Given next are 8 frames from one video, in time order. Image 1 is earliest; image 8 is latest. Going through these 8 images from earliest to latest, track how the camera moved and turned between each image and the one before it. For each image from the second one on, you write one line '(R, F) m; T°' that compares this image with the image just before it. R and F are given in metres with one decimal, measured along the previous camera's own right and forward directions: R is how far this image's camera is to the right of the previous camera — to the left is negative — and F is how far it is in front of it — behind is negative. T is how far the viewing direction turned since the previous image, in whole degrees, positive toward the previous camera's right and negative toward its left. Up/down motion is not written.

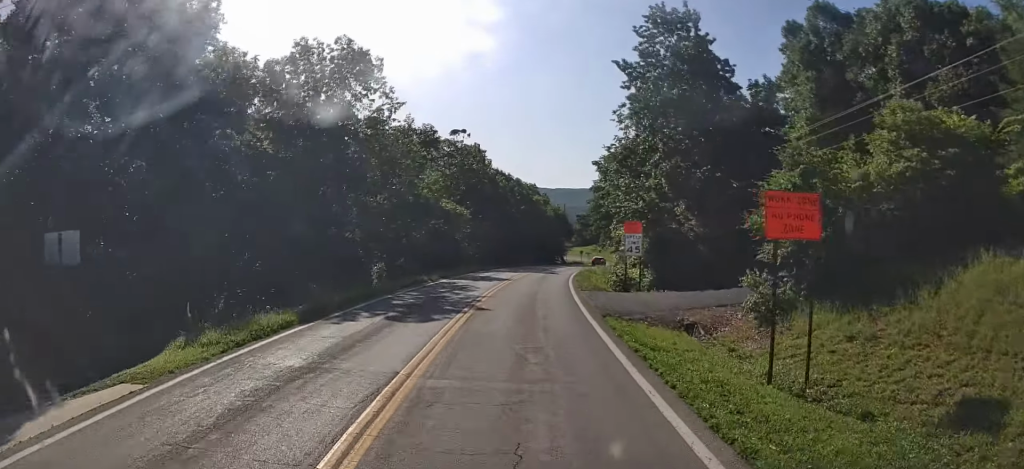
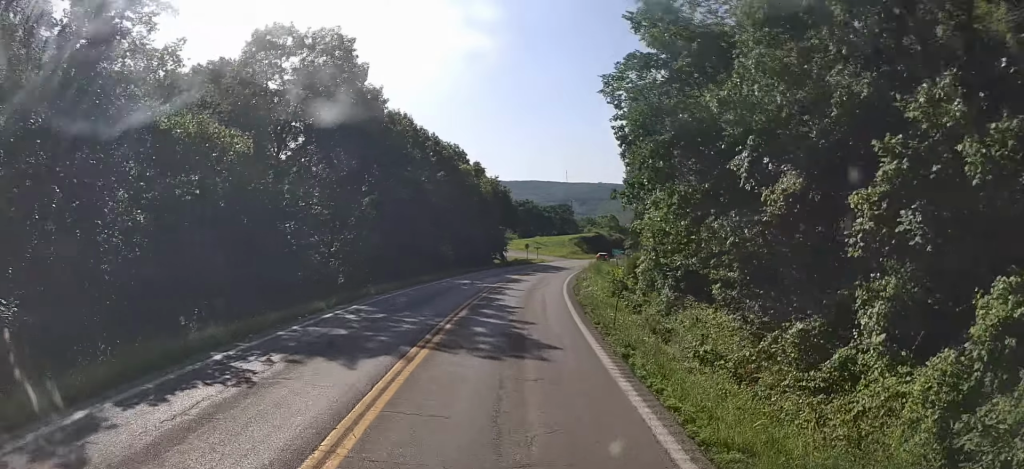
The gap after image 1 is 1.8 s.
(+3.3, +34.6) m; +10°
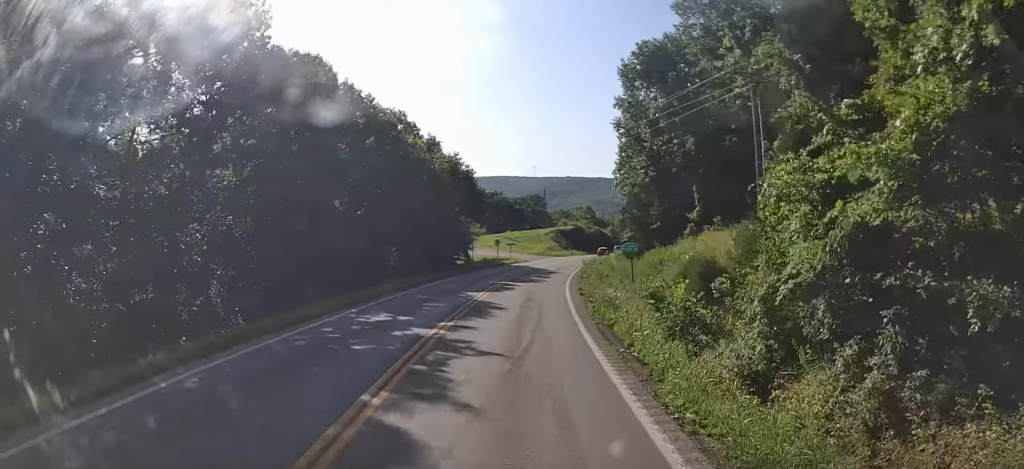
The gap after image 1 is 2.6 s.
(+0.3, +16.0) m; +2°
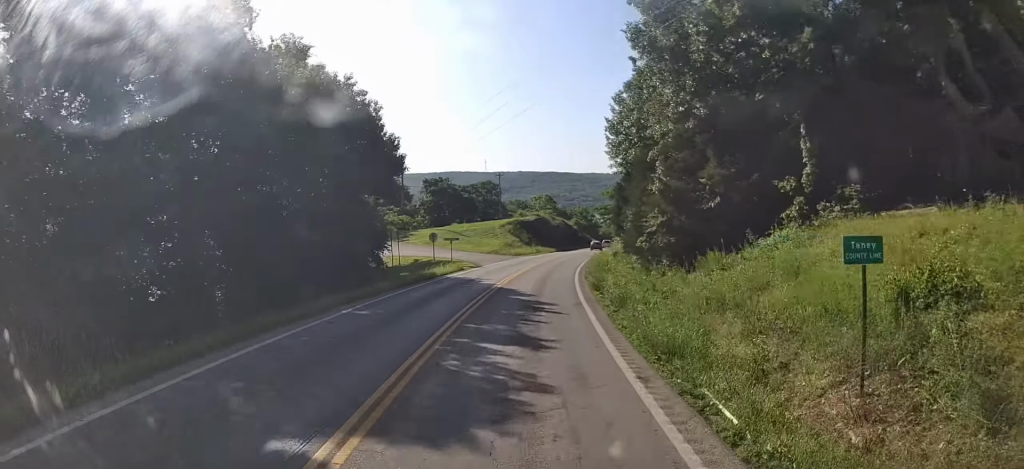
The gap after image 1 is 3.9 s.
(+1.0, +26.0) m; +6°
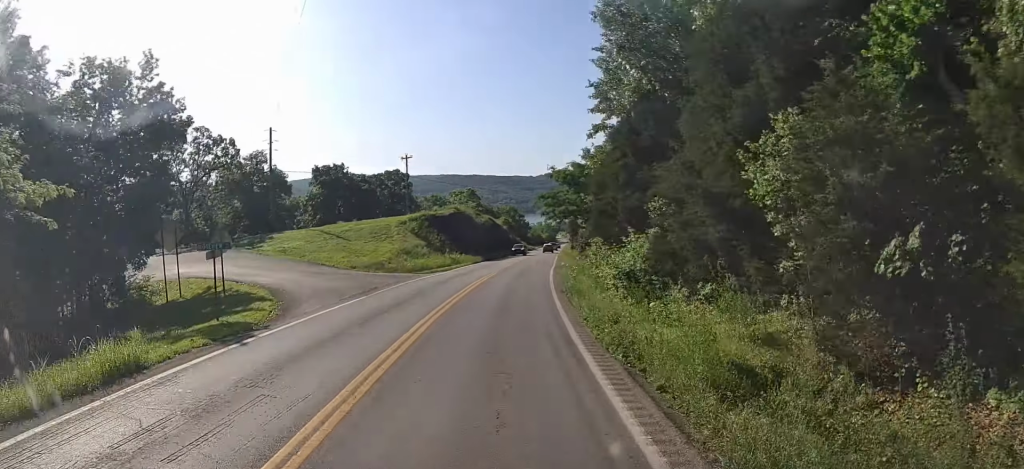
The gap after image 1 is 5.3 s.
(+2.6, +30.5) m; +7°
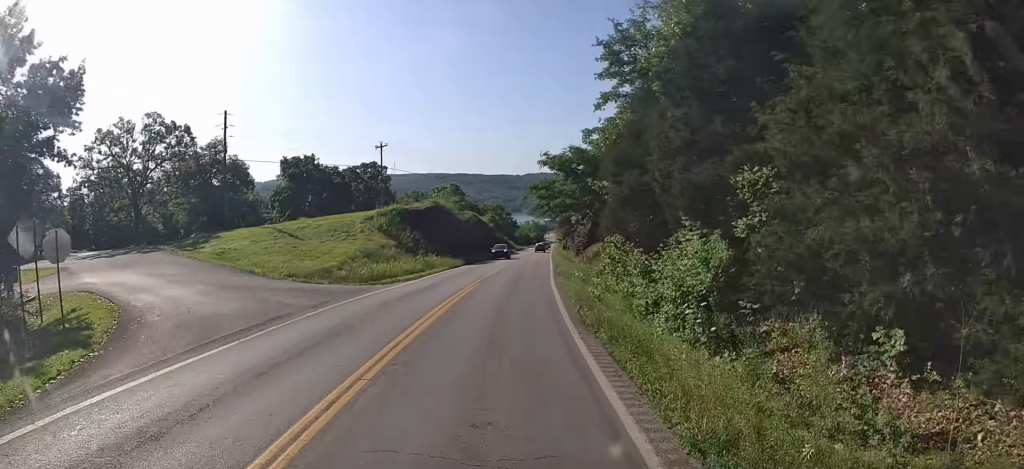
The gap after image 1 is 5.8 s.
(-0.1, +10.0) m; +1°
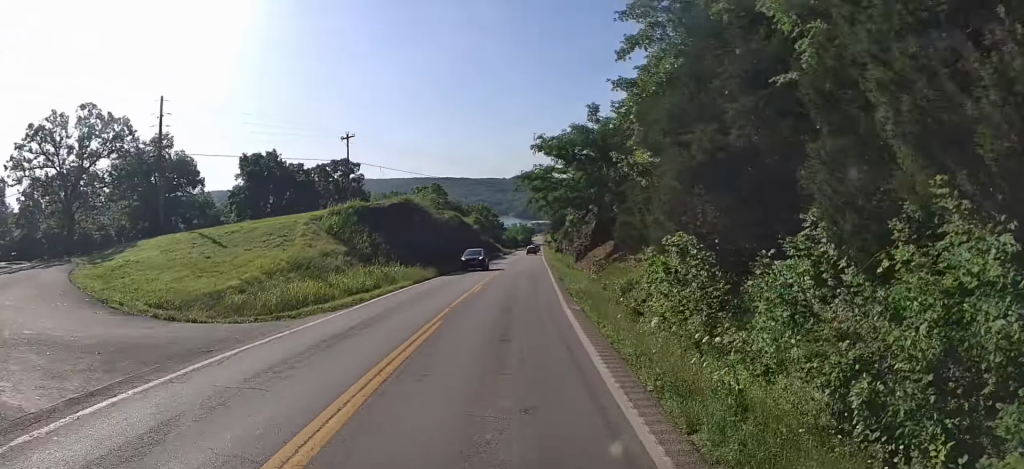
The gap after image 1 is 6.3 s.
(-0.4, +11.4) m; +1°
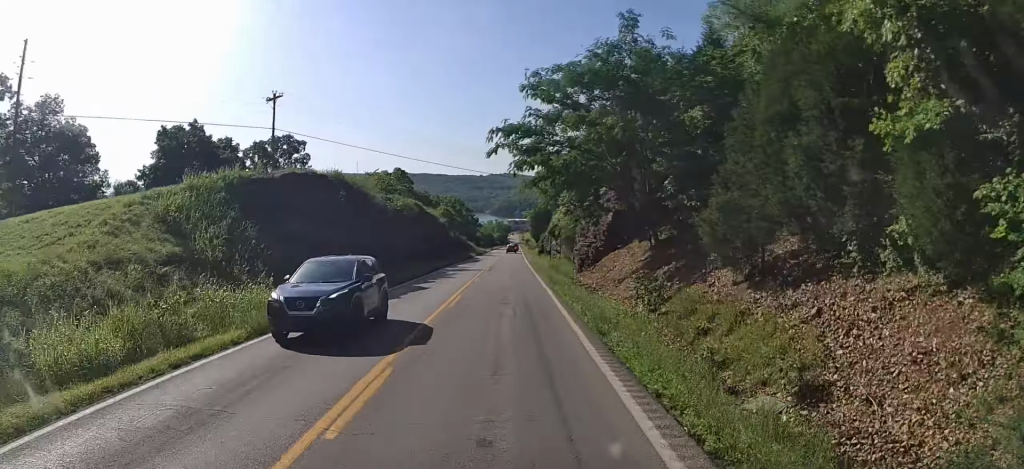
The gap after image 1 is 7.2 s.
(+0.9, +18.2) m; +2°
